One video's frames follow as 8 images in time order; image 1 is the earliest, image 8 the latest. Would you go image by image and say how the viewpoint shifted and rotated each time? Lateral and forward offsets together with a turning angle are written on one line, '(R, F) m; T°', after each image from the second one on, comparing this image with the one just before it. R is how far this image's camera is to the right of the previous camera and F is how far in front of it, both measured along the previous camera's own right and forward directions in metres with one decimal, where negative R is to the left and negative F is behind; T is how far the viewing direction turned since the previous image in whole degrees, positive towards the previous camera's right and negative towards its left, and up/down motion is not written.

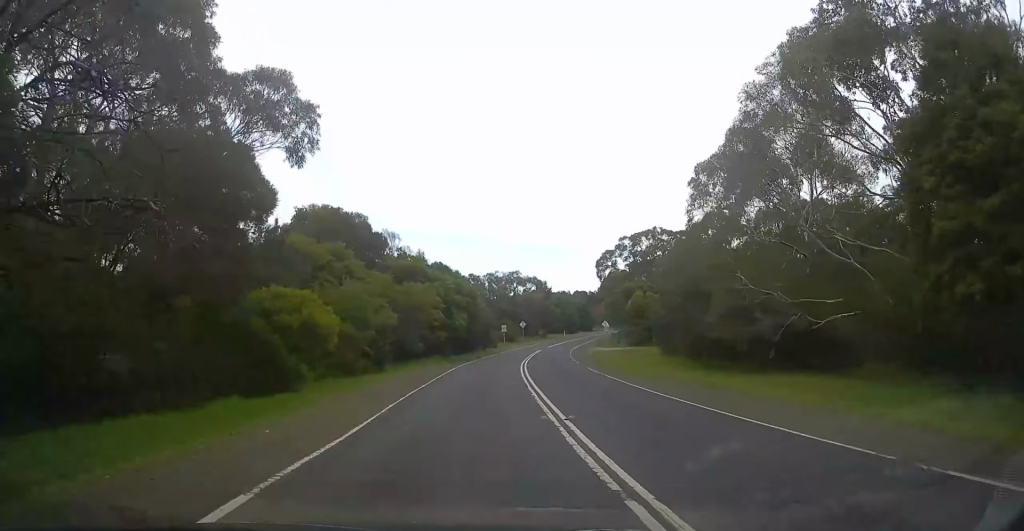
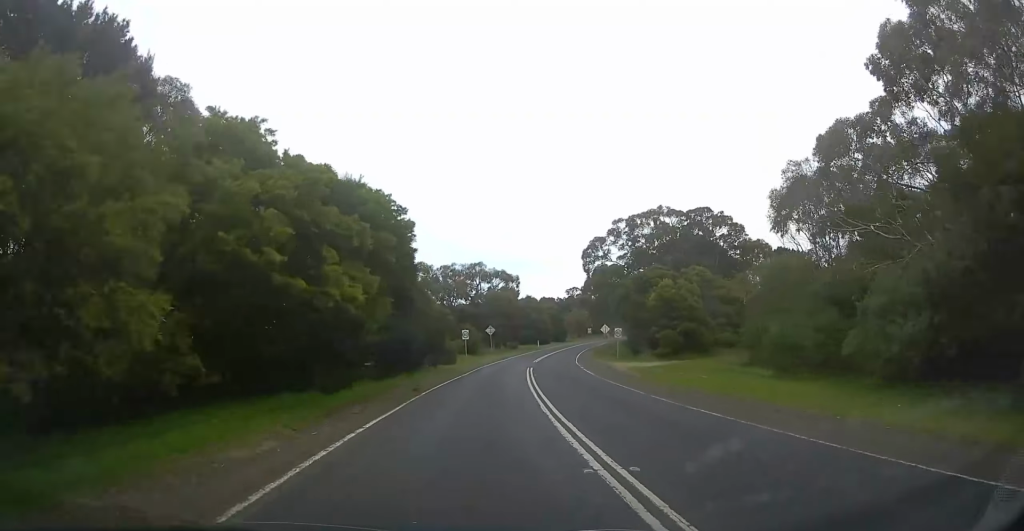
(+1.0, +27.2) m; +3°
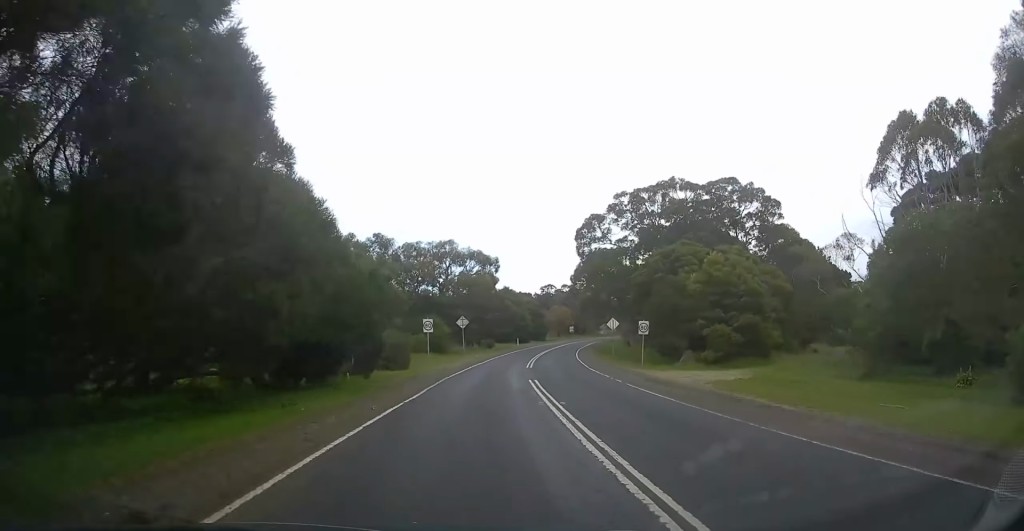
(+0.2, +16.0) m; +2°
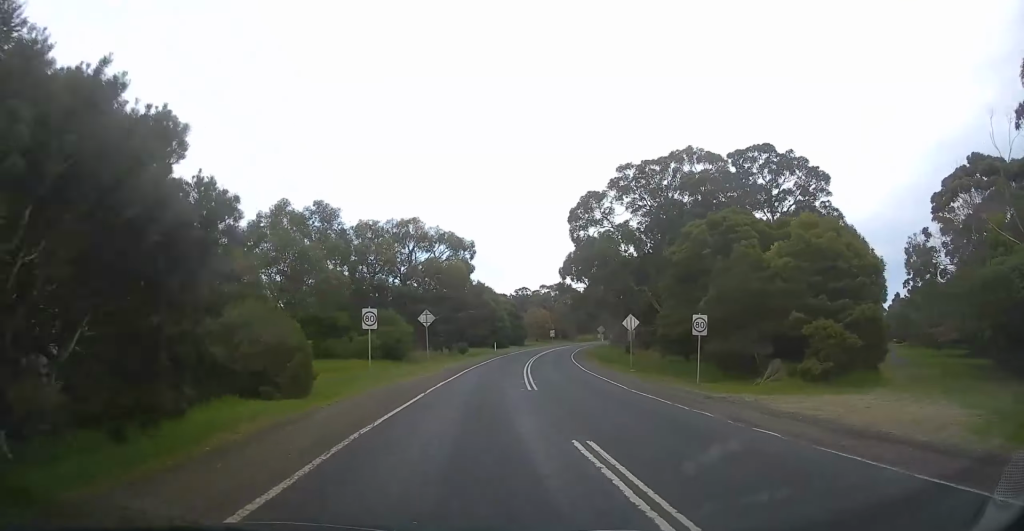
(-0.2, +14.3) m; +3°
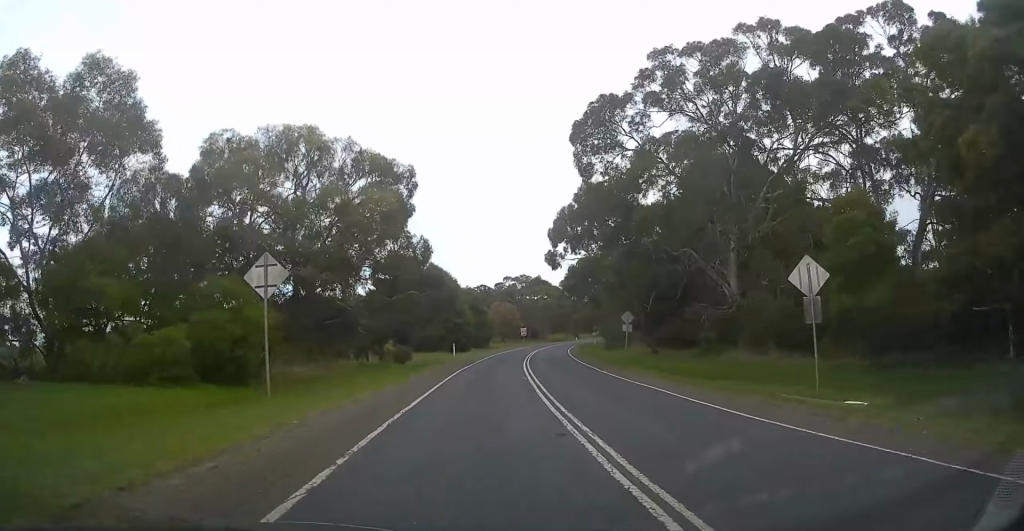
(+1.6, +24.7) m; +5°
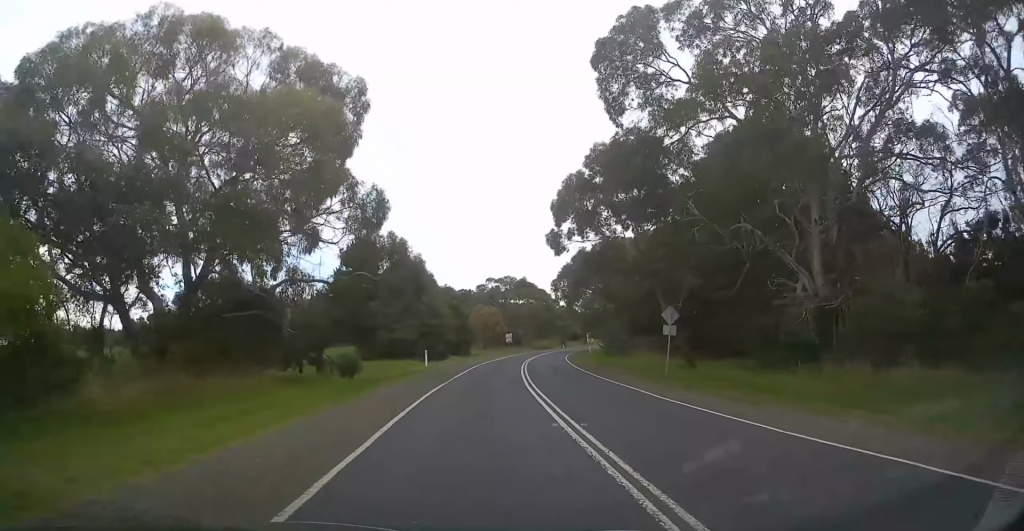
(0.0, +11.7) m; +2°
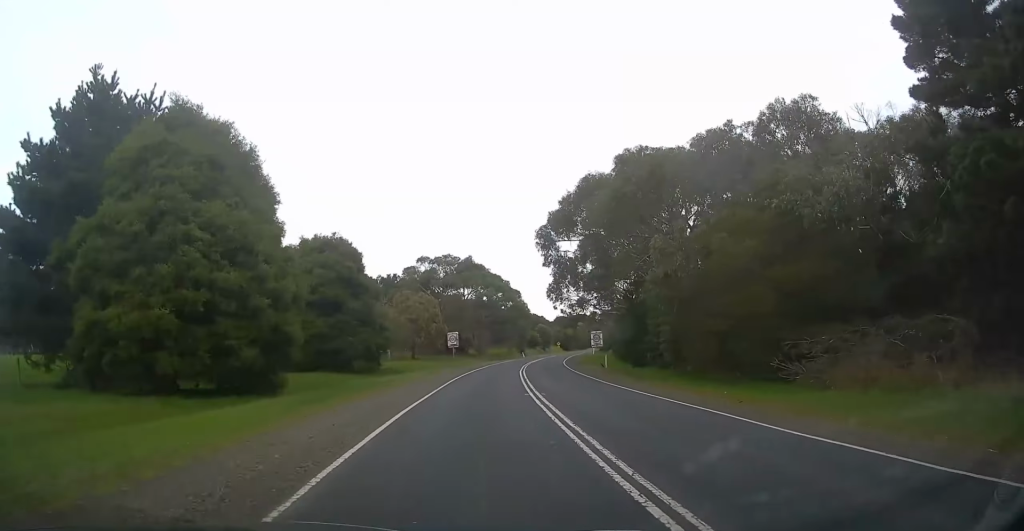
(+1.9, +39.7) m; +4°
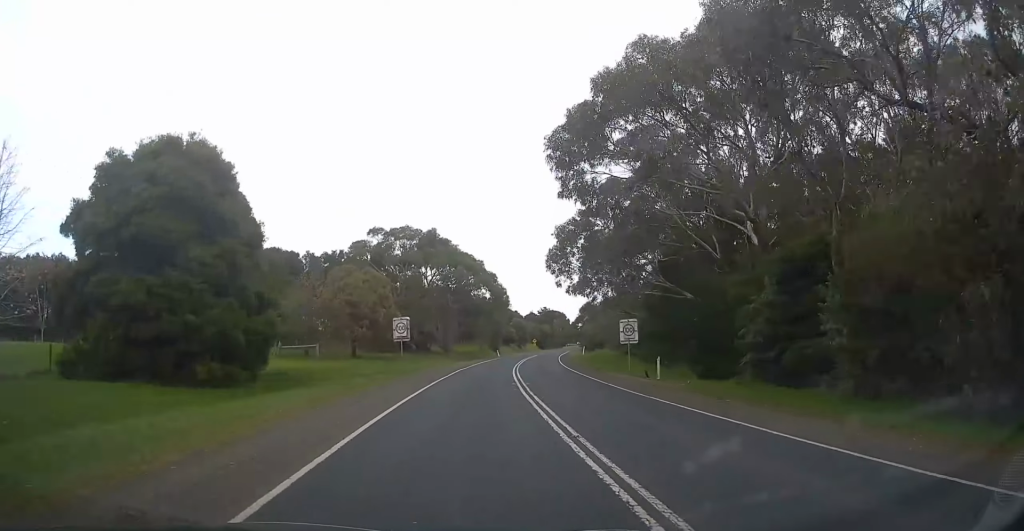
(0.0, +19.8) m; +3°
